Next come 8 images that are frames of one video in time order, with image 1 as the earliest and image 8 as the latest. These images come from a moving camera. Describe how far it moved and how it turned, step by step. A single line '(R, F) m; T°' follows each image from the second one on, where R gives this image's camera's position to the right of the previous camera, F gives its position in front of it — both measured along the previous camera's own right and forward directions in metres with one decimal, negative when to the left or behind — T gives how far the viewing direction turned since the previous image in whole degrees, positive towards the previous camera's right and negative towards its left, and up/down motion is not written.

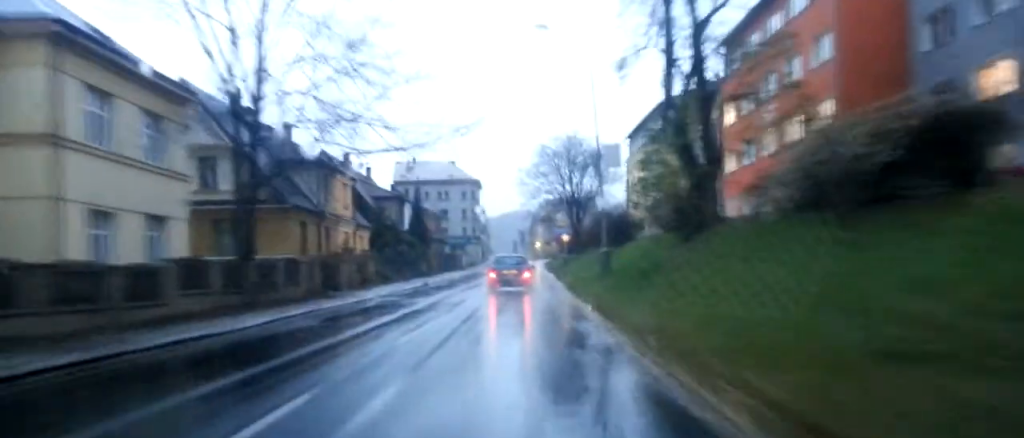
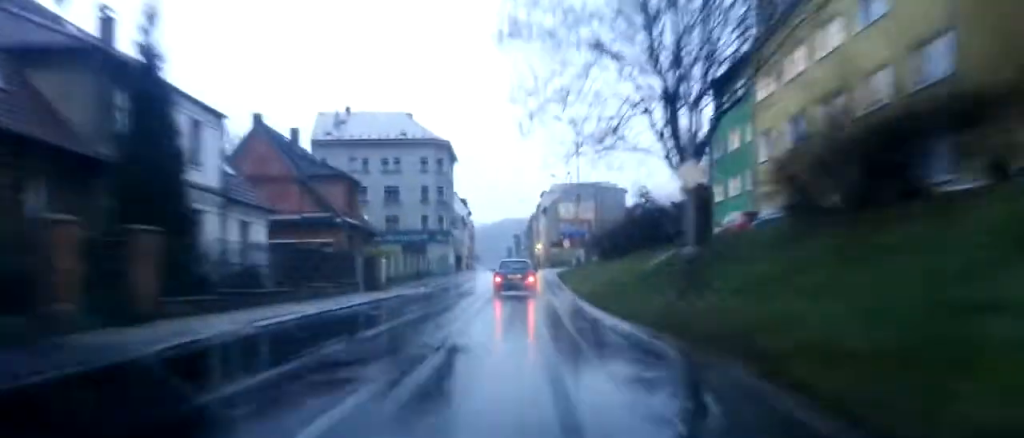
(-0.3, +27.1) m; 0°
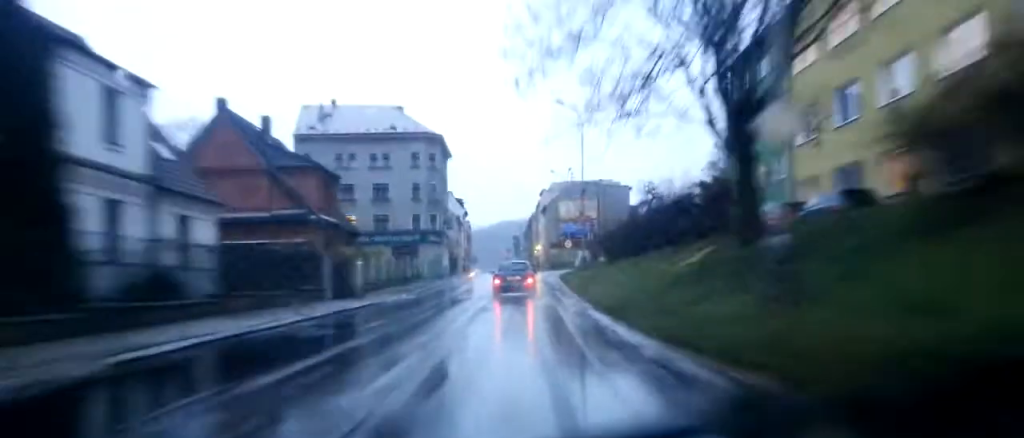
(+0.1, +6.0) m; +1°
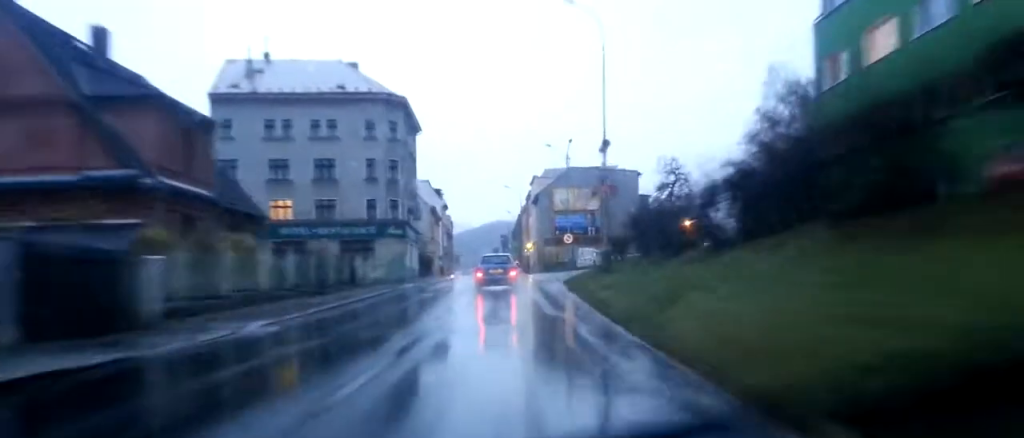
(+0.2, +18.5) m; -1°
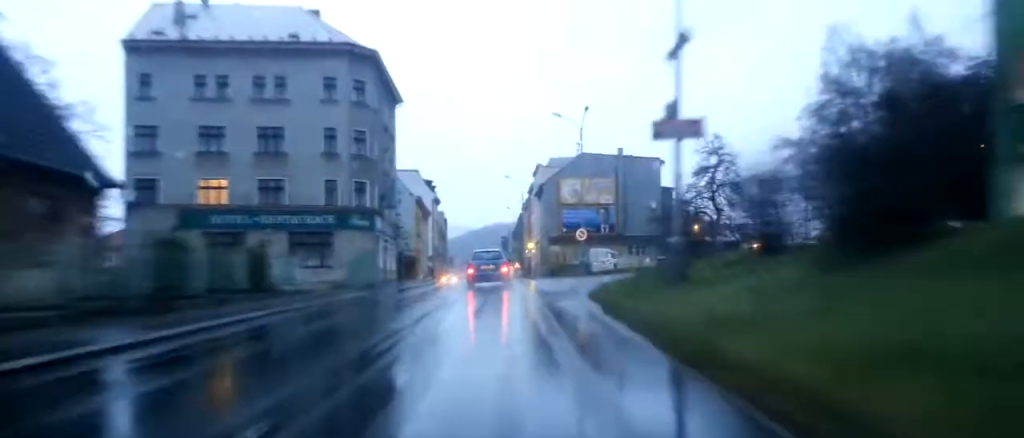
(-0.4, +13.9) m; 0°
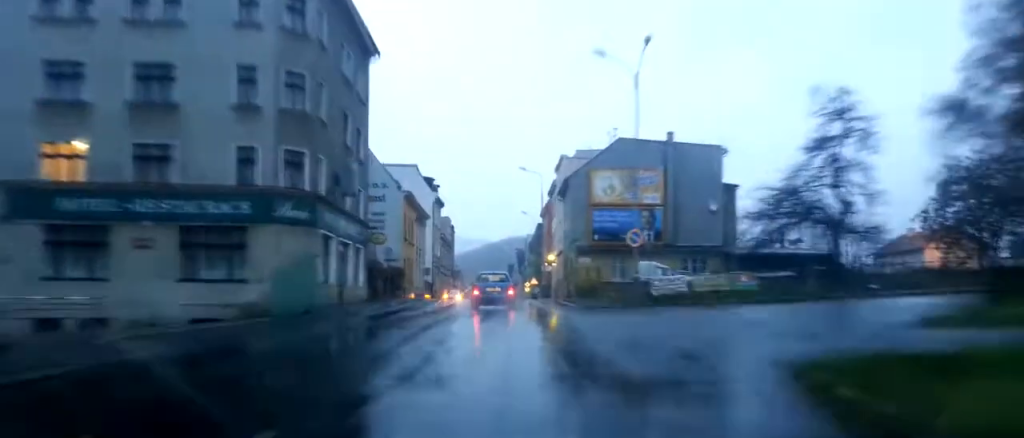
(+0.6, +18.0) m; +1°
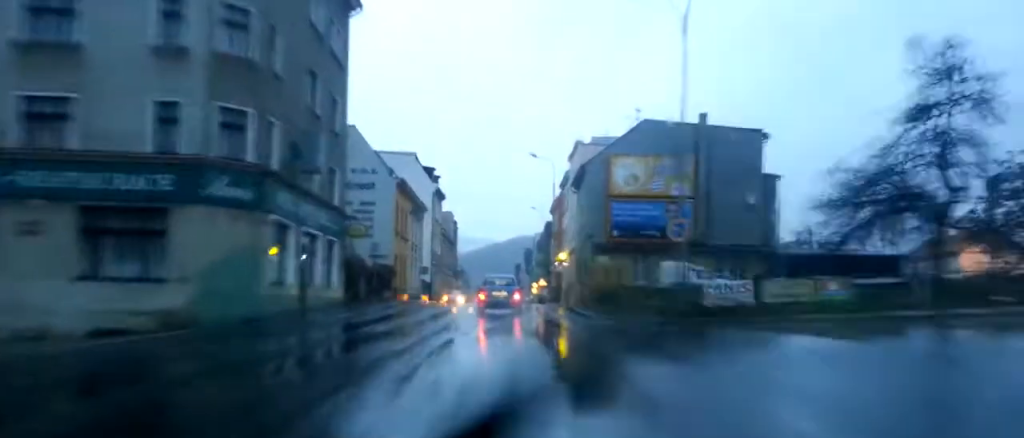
(-0.1, +7.7) m; 0°
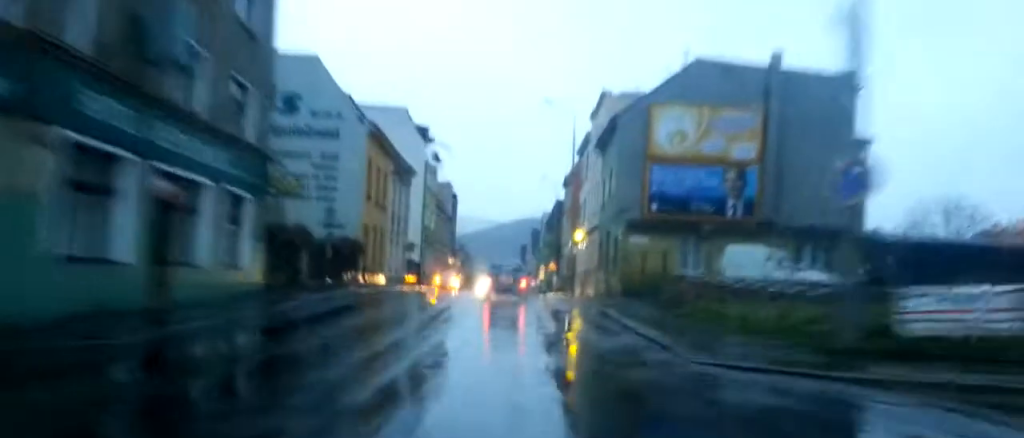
(0.0, +12.2) m; 0°
